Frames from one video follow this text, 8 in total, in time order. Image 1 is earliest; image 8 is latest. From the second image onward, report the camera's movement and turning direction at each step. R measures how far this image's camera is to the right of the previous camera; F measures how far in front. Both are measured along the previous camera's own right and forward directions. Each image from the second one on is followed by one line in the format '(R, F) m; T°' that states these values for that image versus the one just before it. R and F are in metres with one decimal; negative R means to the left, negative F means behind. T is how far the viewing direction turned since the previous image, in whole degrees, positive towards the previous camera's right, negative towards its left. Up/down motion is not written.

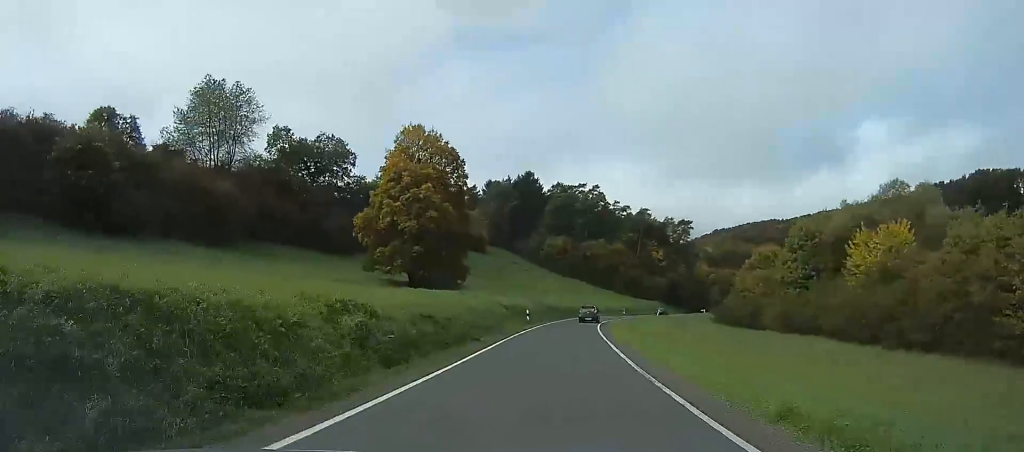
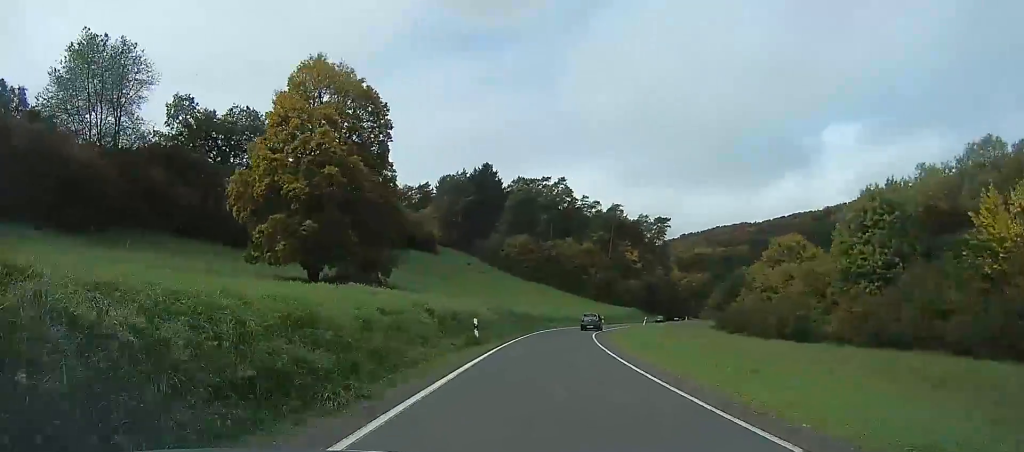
(0.0, +15.1) m; 0°
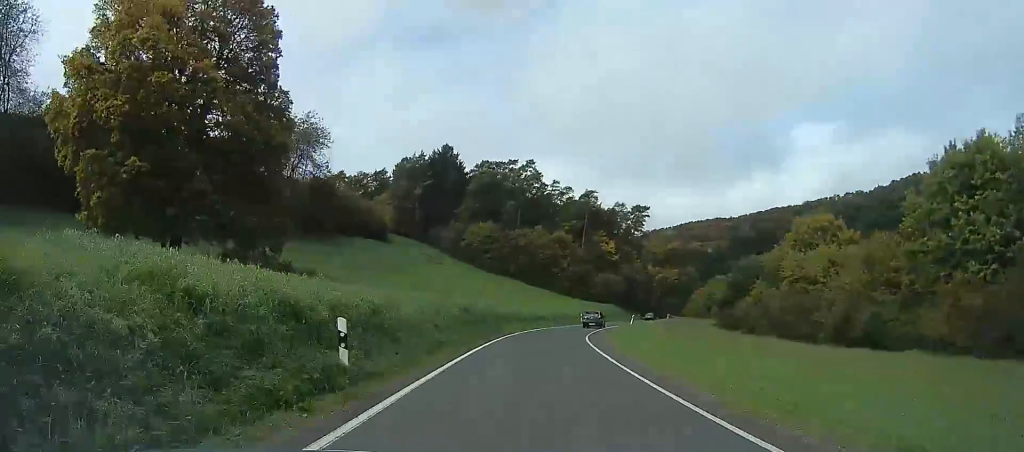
(0.0, +11.5) m; 0°
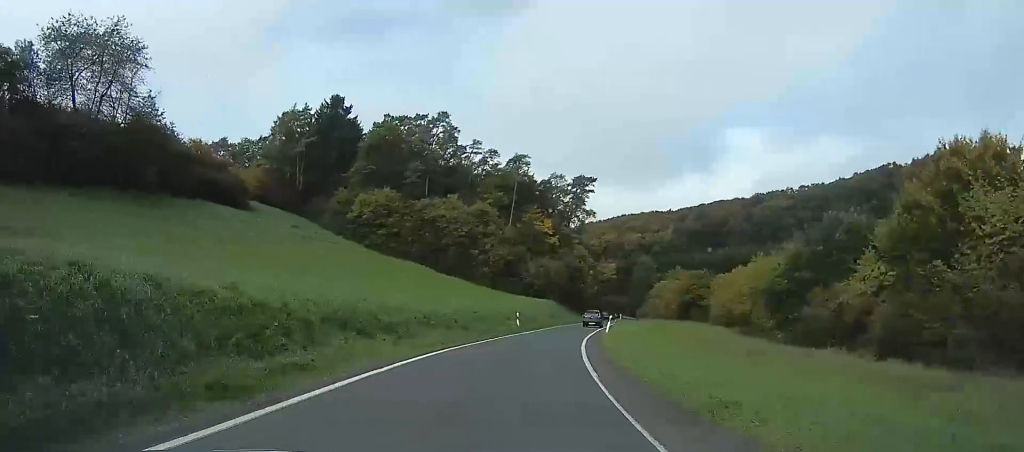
(0.0, +24.2) m; 0°
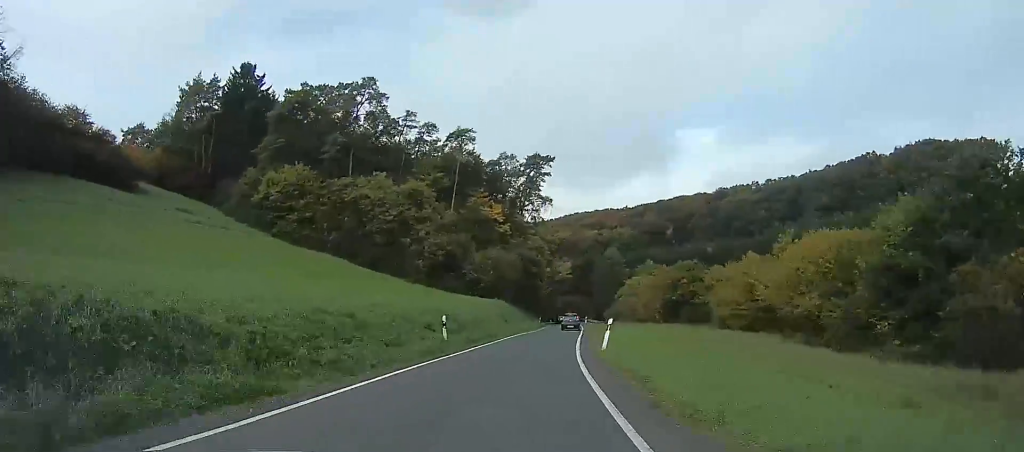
(+0.1, +13.4) m; +7°
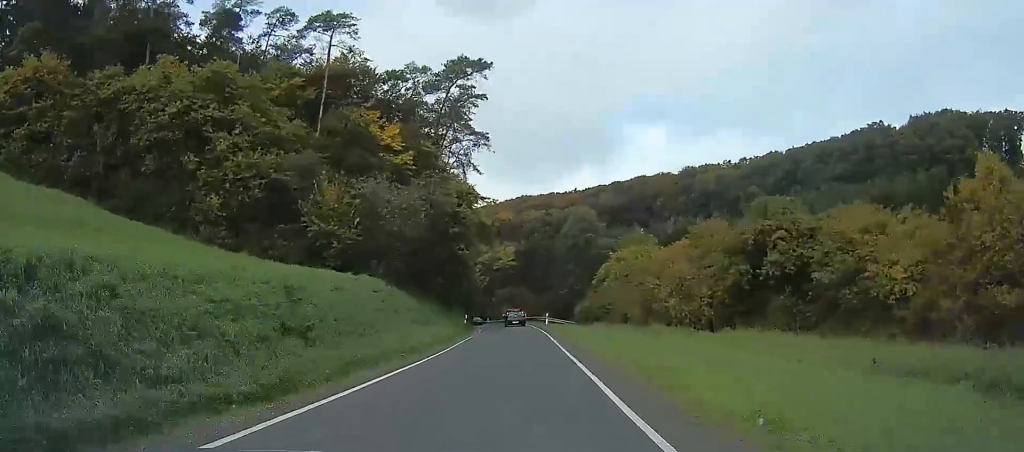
(+5.5, +26.8) m; +21°
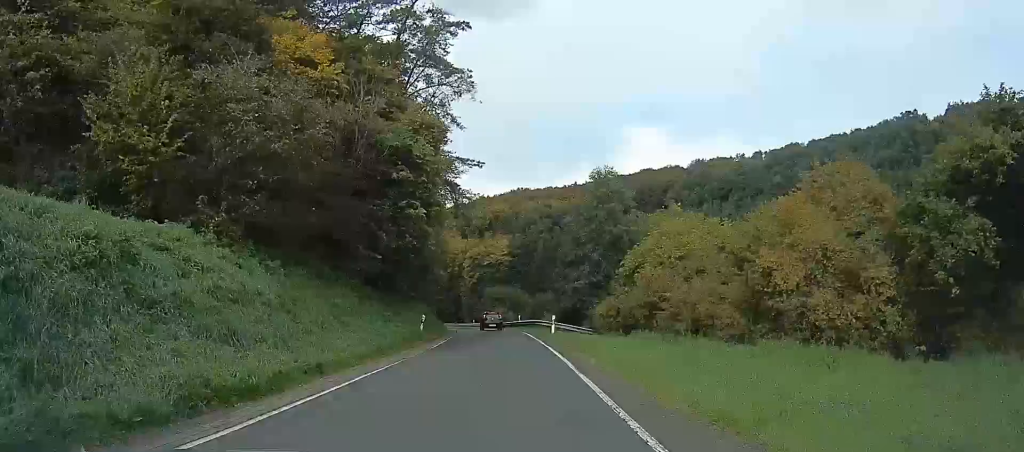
(+0.9, +14.3) m; +2°
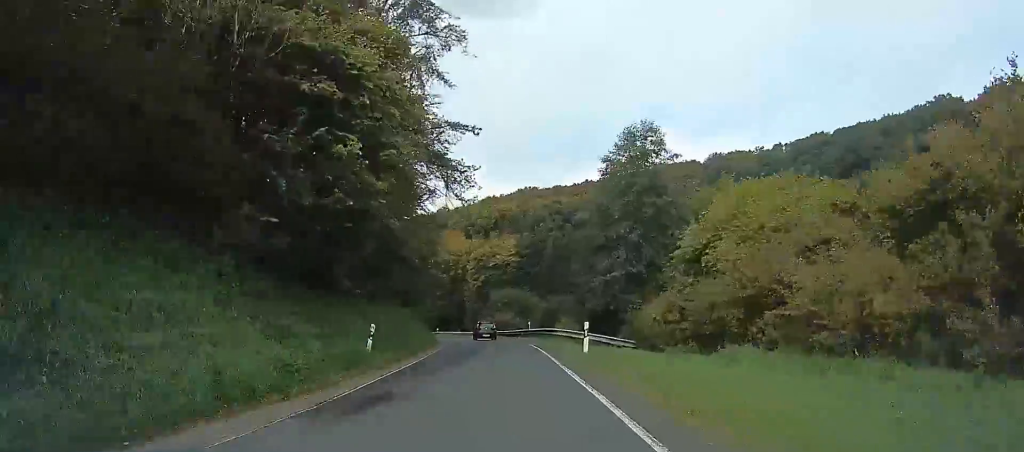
(+0.3, +9.4) m; -2°
